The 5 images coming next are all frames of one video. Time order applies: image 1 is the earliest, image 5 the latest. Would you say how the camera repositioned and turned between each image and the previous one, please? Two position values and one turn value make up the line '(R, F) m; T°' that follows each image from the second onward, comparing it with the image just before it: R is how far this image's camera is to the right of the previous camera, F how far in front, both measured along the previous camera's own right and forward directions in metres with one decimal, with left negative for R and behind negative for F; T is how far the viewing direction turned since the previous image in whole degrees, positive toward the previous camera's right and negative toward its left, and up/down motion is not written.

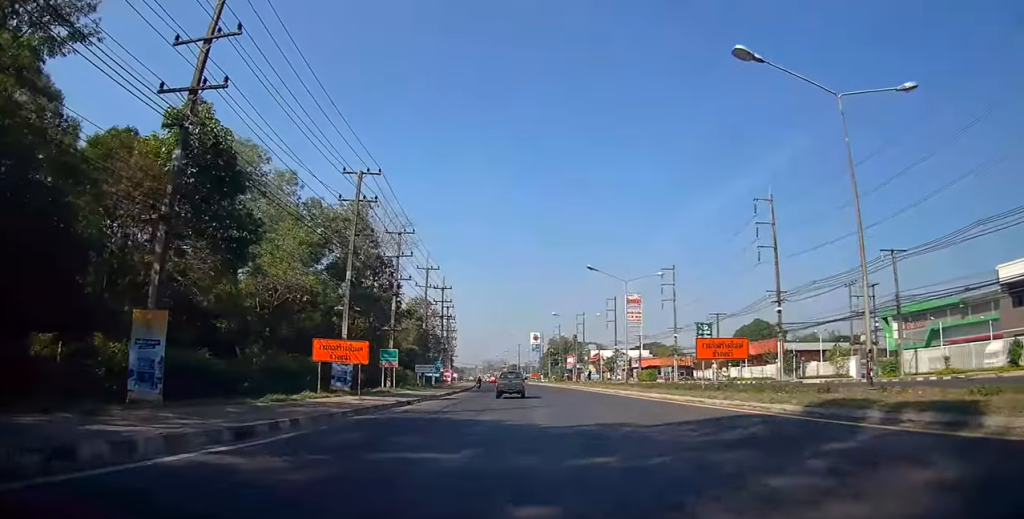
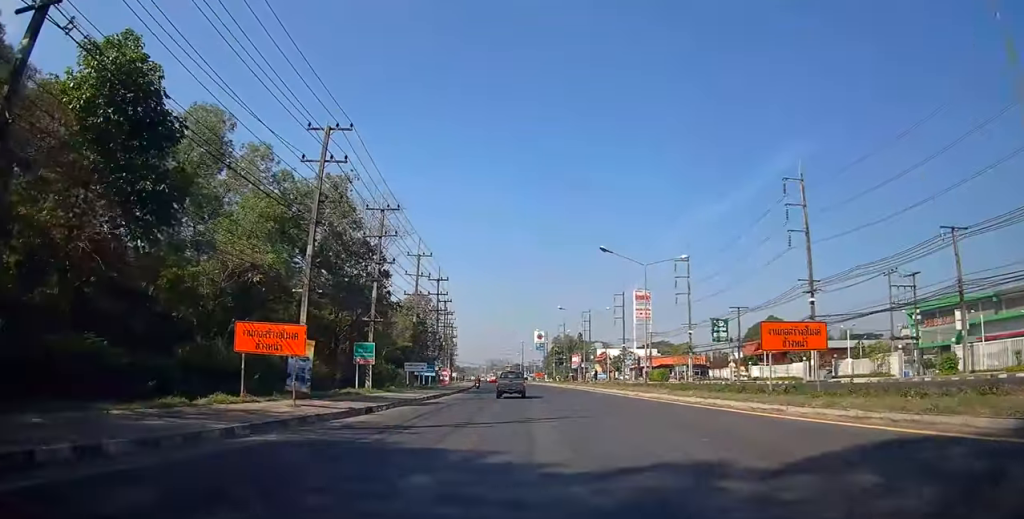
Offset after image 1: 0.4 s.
(0.0, +7.0) m; 0°
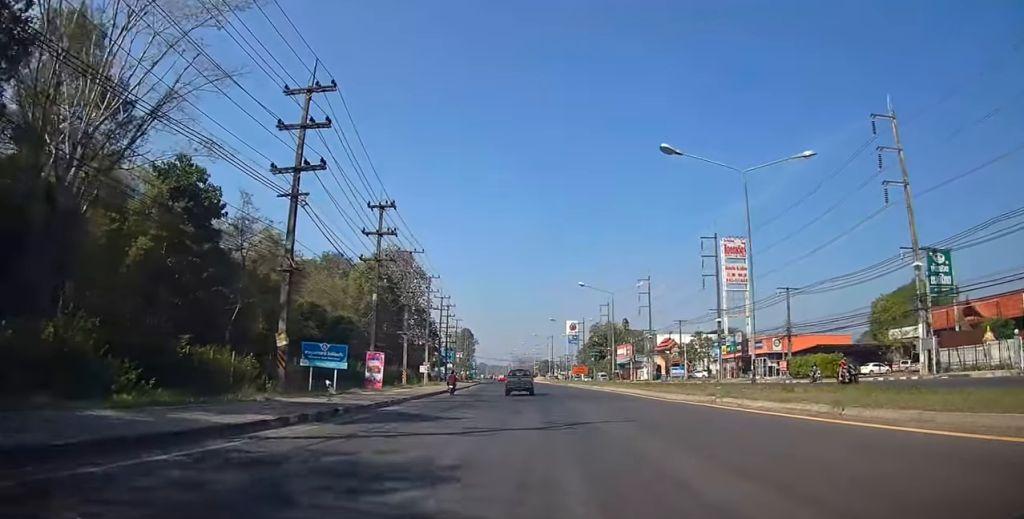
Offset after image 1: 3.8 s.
(-2.8, +51.5) m; -5°
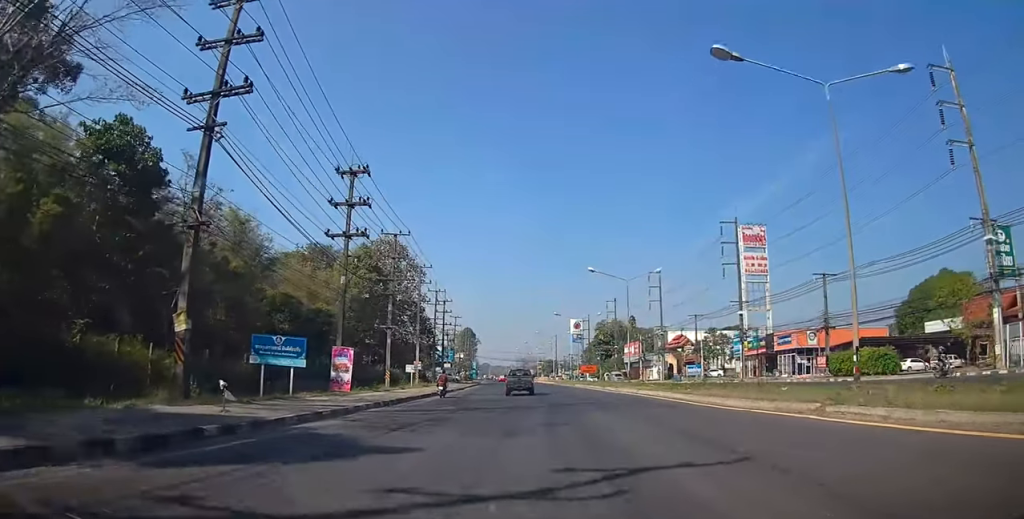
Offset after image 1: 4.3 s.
(0.0, +7.8) m; 0°
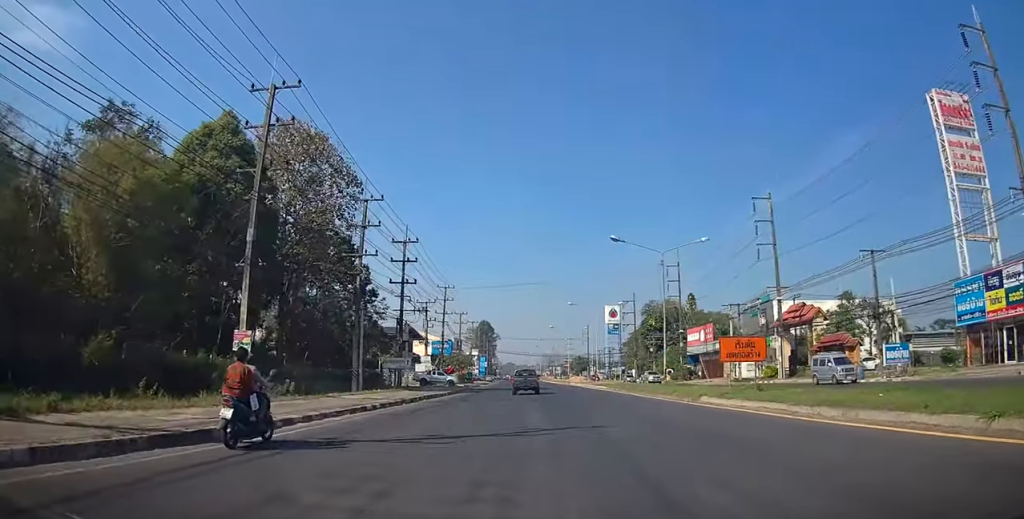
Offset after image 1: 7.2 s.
(+0.2, +44.8) m; 0°
